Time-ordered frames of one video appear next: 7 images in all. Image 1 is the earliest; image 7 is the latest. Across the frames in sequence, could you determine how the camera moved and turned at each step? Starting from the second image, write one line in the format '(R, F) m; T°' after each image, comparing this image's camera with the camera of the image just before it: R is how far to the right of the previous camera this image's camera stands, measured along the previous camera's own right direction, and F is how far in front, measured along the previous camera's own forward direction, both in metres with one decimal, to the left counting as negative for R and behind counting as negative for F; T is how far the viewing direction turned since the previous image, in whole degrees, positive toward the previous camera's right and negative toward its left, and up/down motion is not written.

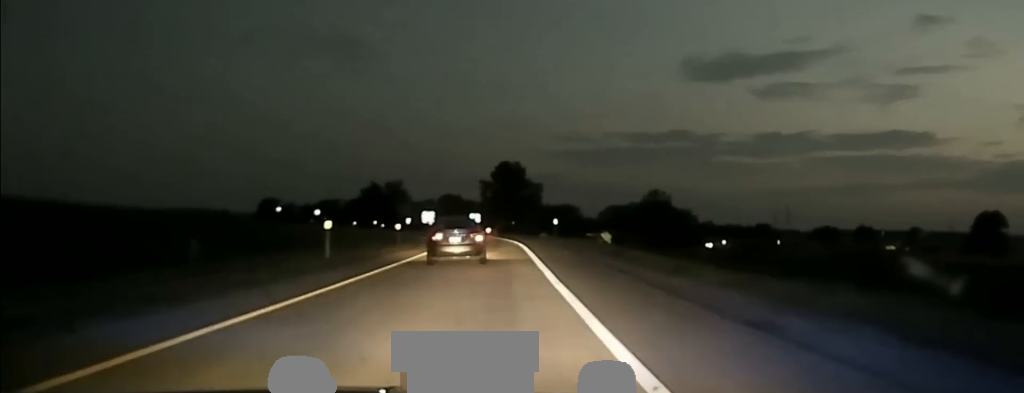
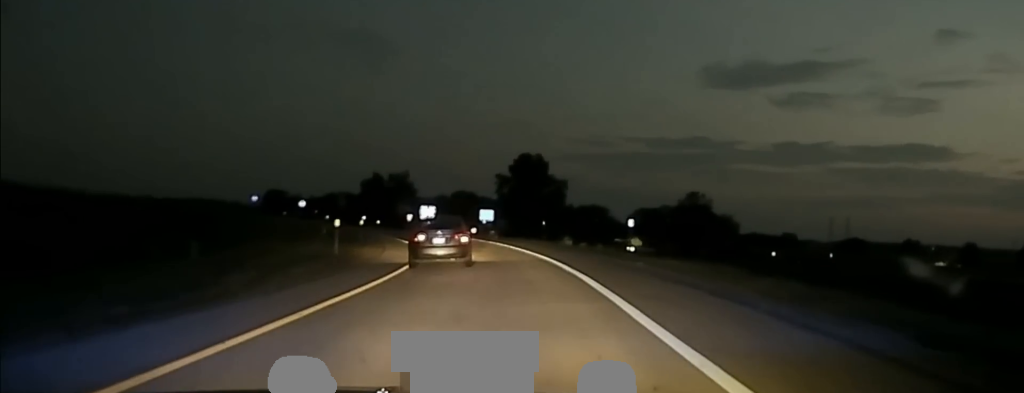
(-0.6, +24.9) m; -2°
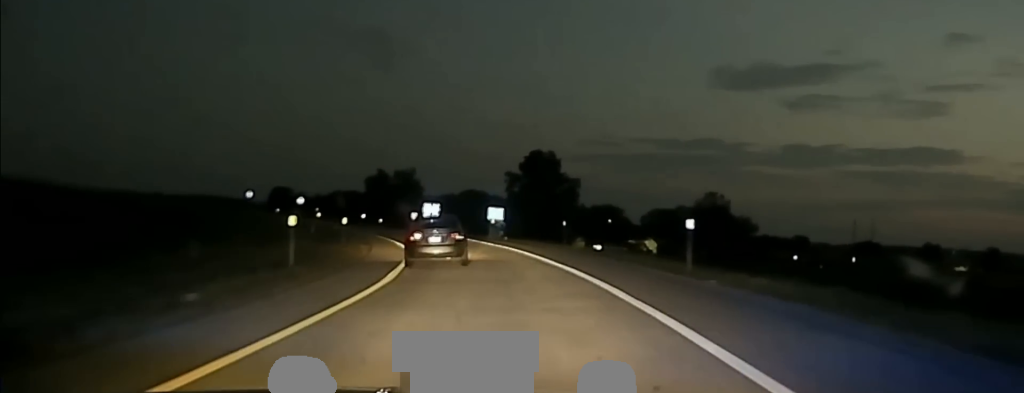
(0.0, +7.7) m; 0°
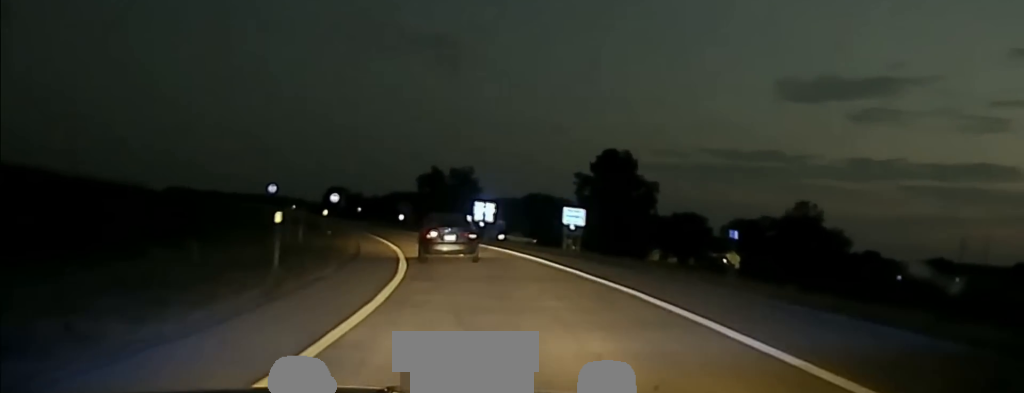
(-0.2, +20.8) m; -3°
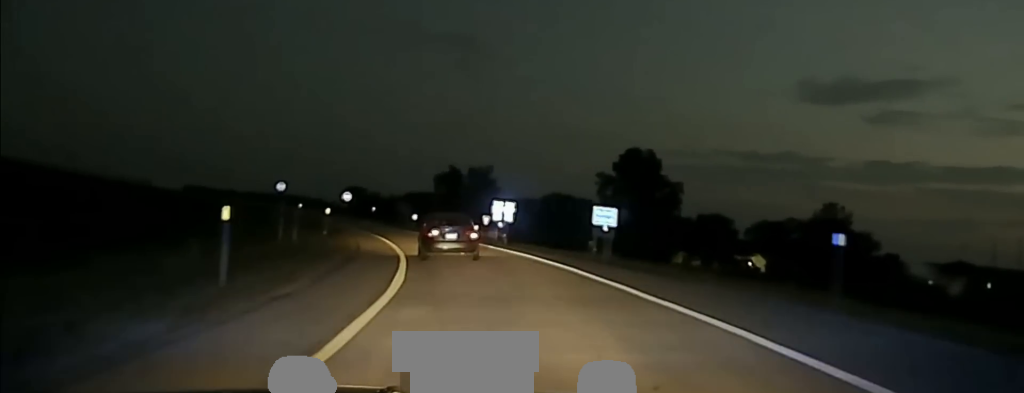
(-0.3, +6.0) m; -2°
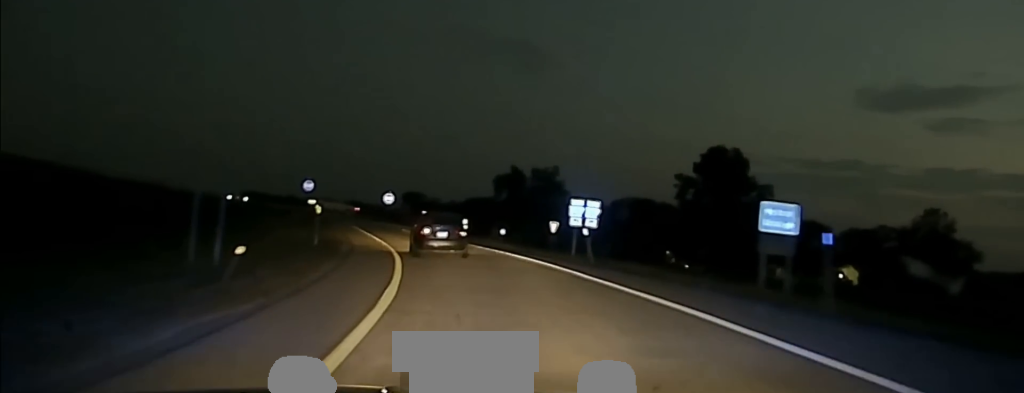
(-0.9, +18.5) m; -5°
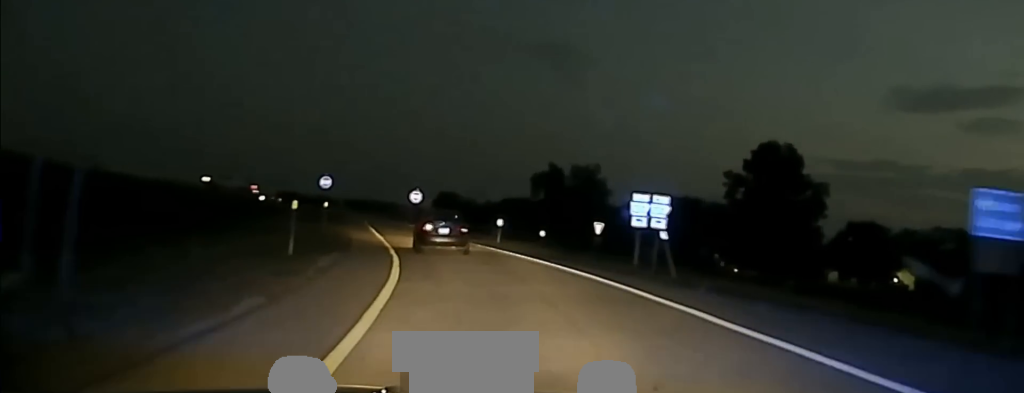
(-0.3, +10.7) m; -2°
